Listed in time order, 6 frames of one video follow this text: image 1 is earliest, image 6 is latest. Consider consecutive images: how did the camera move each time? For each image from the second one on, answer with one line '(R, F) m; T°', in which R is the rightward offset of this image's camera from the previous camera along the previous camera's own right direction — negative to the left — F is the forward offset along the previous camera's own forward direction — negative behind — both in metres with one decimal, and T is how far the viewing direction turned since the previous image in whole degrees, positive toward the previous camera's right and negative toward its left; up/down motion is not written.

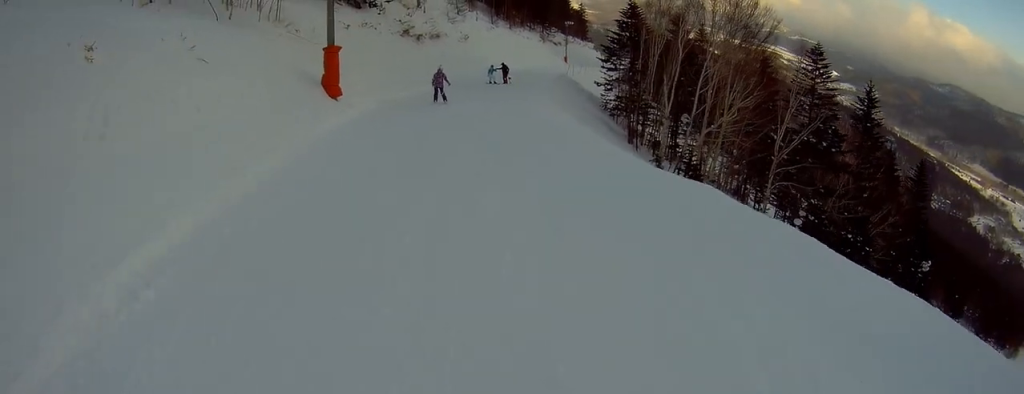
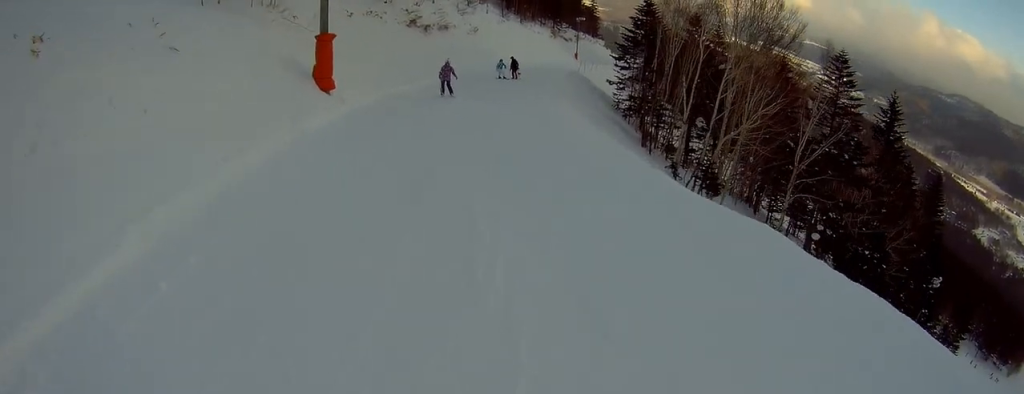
(0.0, +1.9) m; 0°
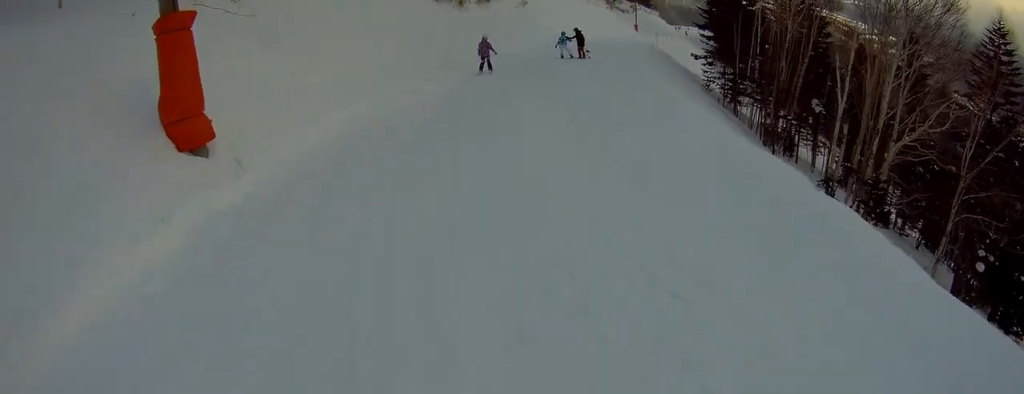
(0.0, +9.9) m; +1°
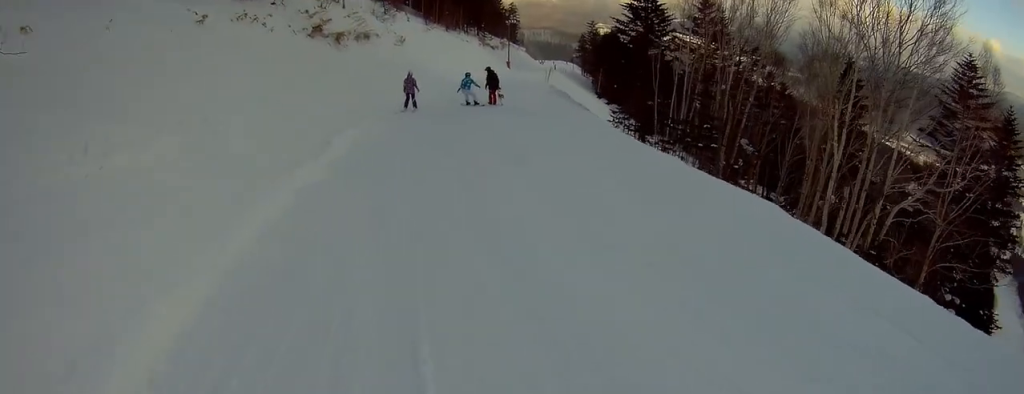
(+0.2, +5.9) m; +15°
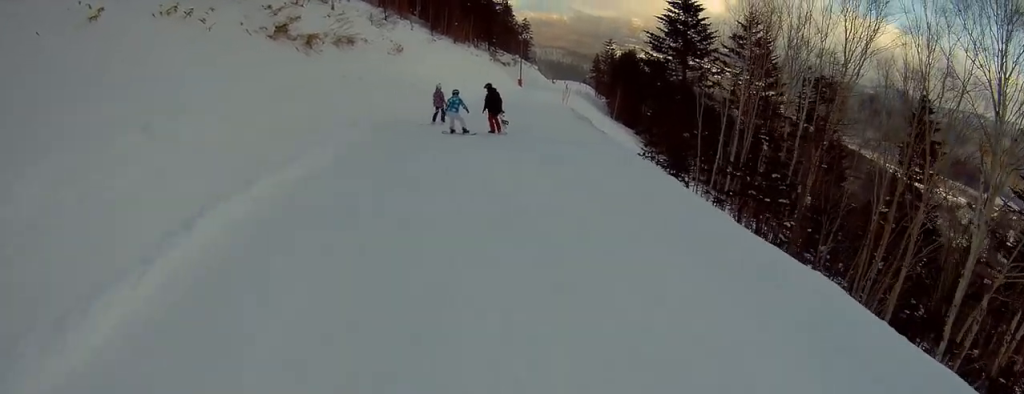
(+1.1, +5.8) m; -1°
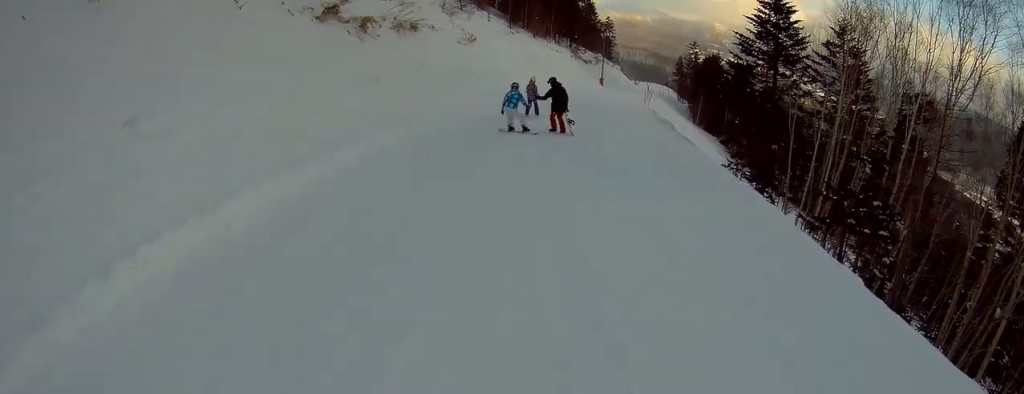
(-0.6, +2.3) m; -7°
